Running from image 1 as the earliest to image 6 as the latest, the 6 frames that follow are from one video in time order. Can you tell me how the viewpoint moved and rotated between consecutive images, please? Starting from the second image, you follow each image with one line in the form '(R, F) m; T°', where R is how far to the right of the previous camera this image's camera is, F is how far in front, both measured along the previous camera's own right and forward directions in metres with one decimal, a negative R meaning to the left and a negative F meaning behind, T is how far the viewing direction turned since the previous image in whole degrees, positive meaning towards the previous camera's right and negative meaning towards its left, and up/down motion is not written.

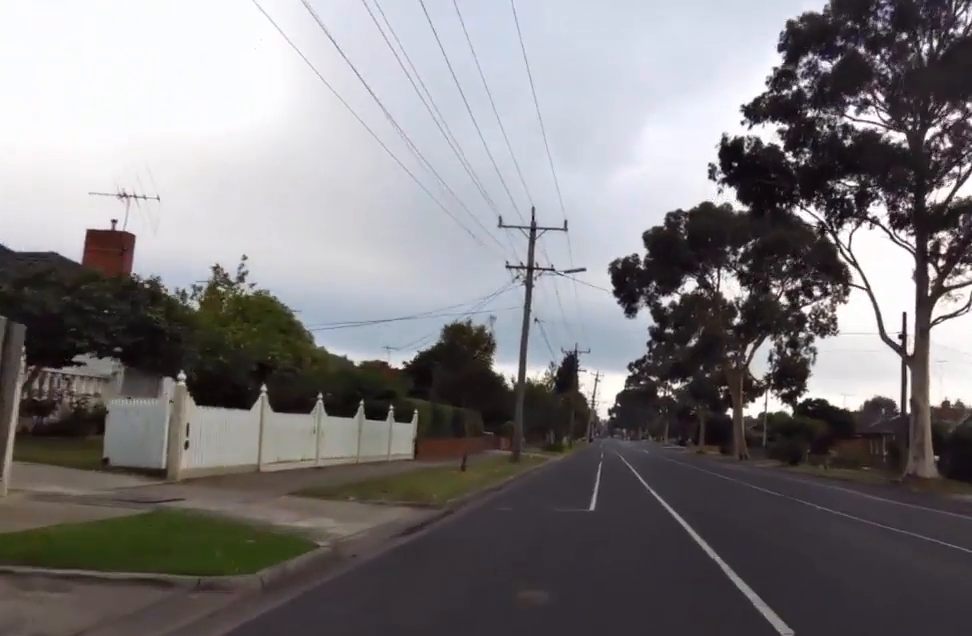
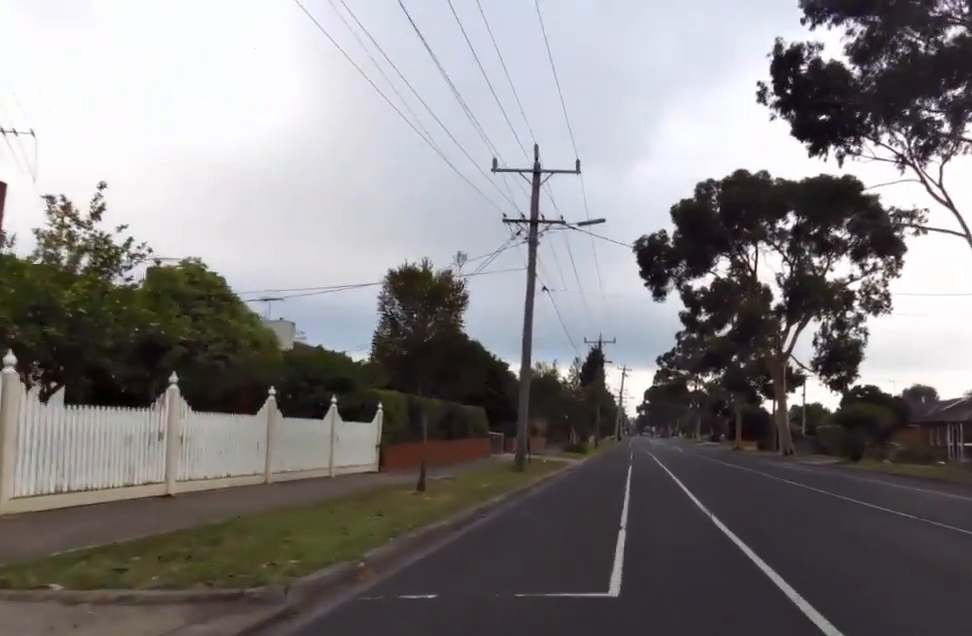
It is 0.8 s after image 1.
(-0.3, +6.6) m; -5°
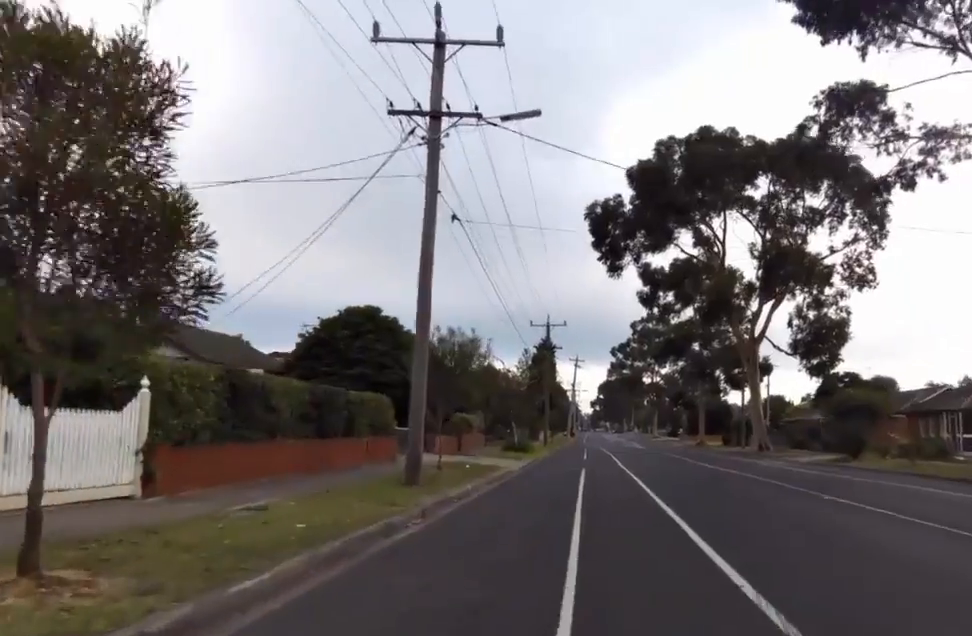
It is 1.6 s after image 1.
(-0.7, +7.5) m; 0°
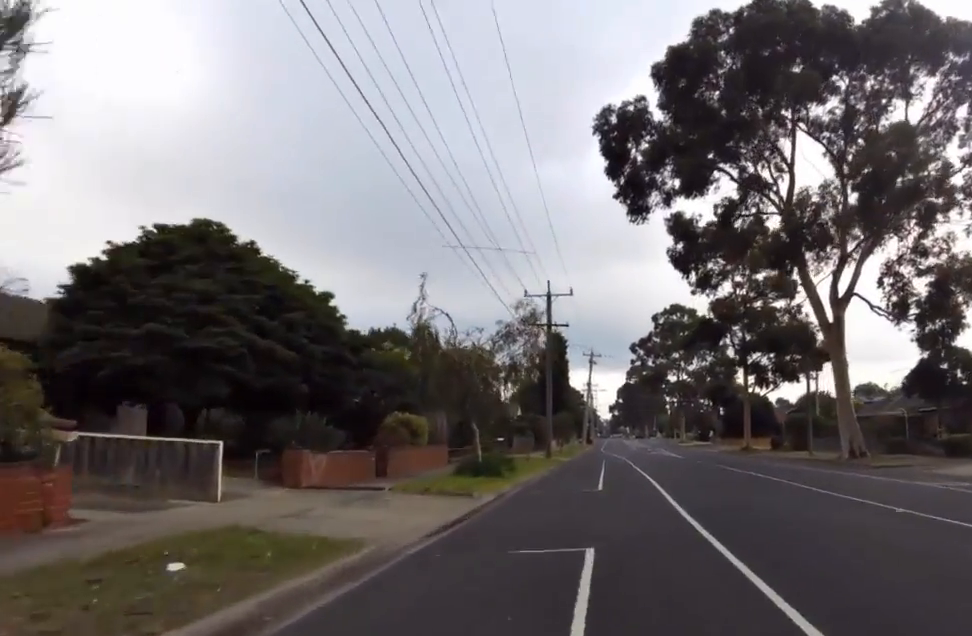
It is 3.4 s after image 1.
(+0.4, +15.0) m; +2°
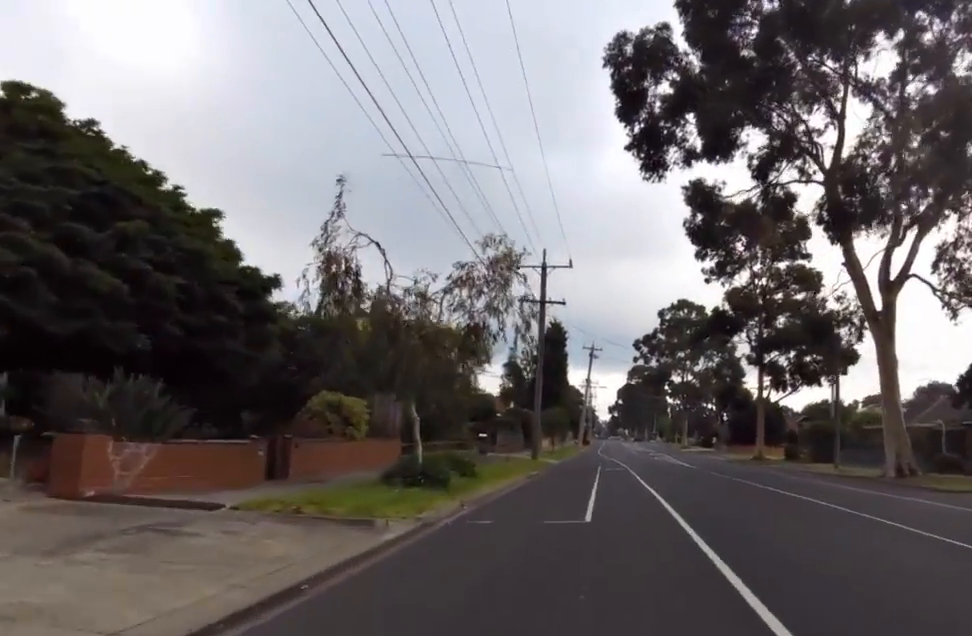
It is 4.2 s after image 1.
(+0.5, +6.1) m; -1°
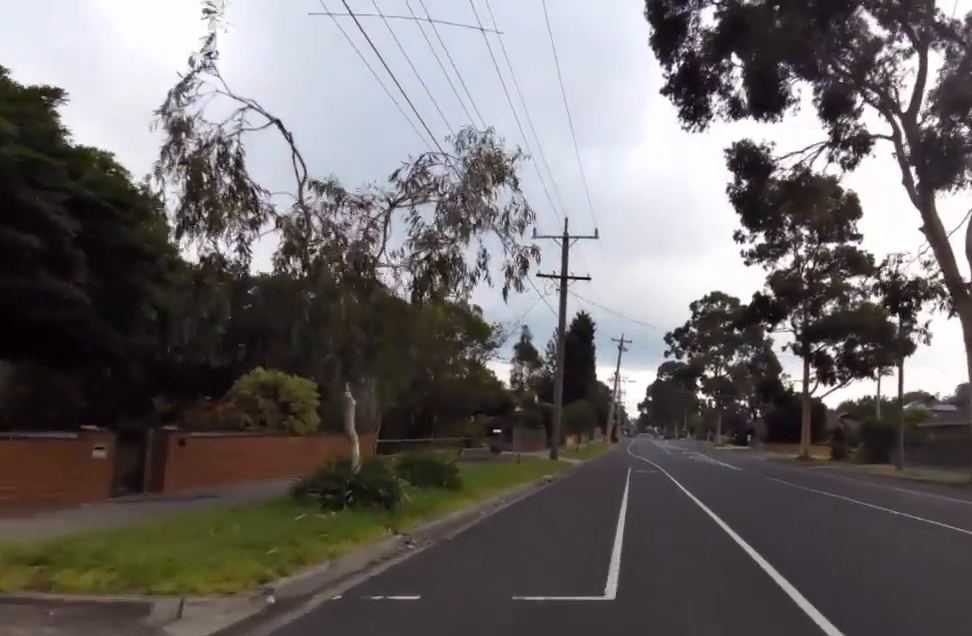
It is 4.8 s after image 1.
(0.0, +4.9) m; -2°
